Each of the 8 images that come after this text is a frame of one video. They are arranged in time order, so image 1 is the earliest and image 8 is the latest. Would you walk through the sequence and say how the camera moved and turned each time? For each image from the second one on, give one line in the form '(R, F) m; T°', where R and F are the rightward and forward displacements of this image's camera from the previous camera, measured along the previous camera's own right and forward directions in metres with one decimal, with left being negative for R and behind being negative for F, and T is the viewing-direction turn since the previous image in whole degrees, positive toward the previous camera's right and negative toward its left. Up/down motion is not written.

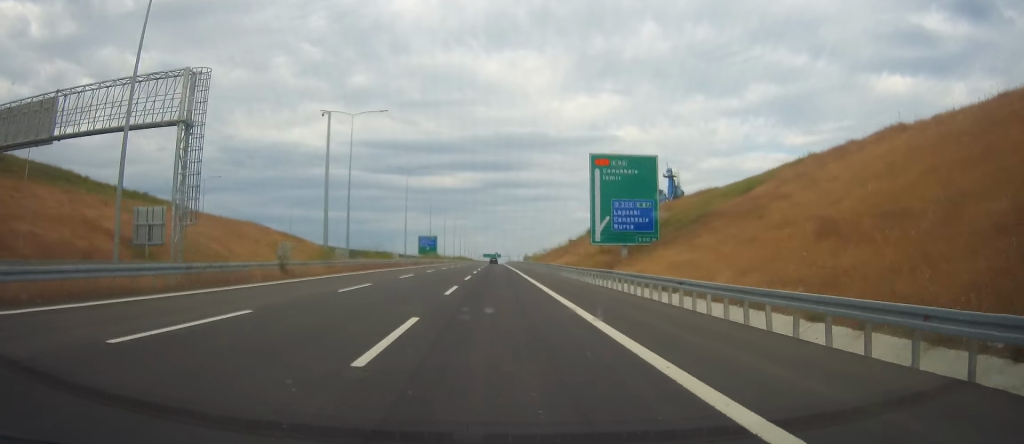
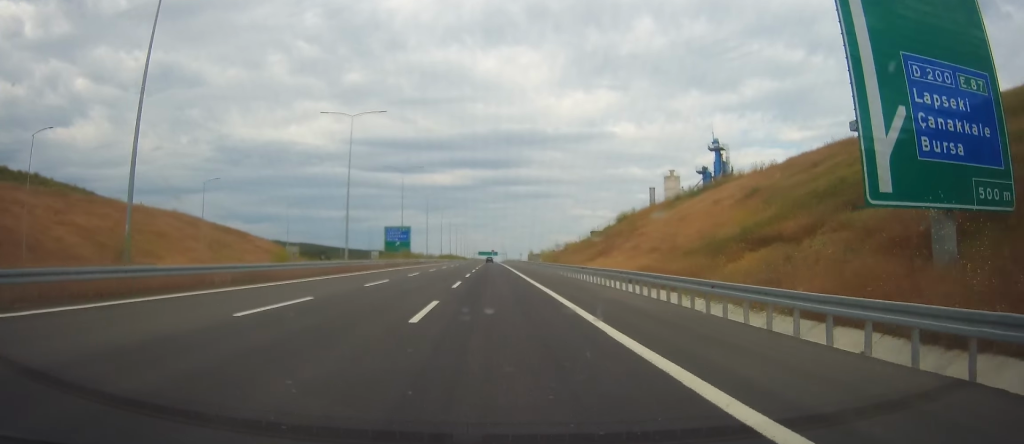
(0.0, +40.2) m; 0°
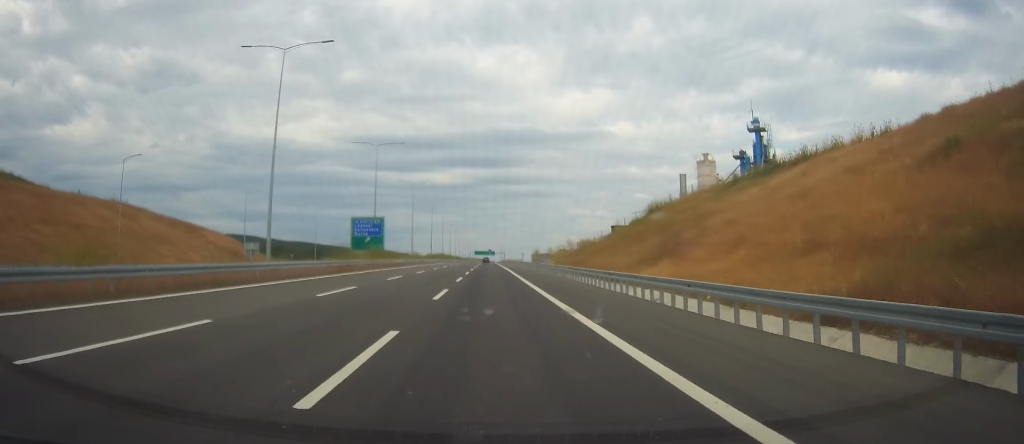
(0.0, +22.2) m; +1°
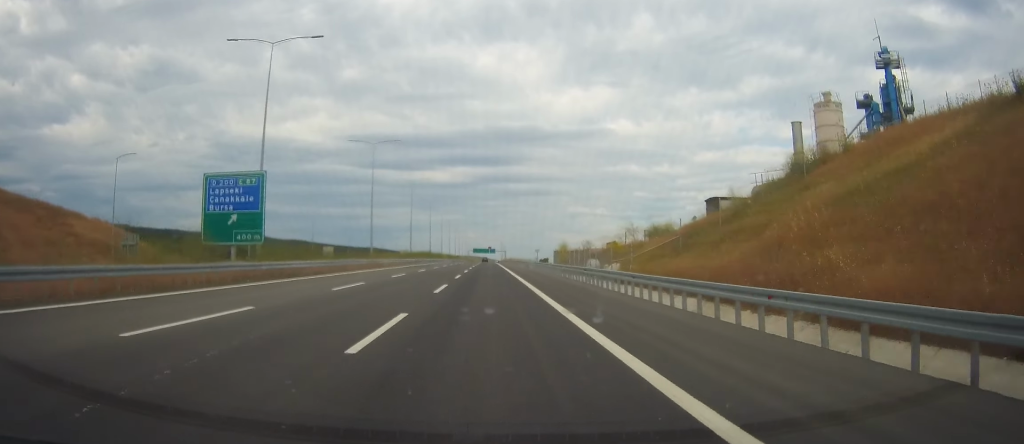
(+0.1, +42.4) m; -1°
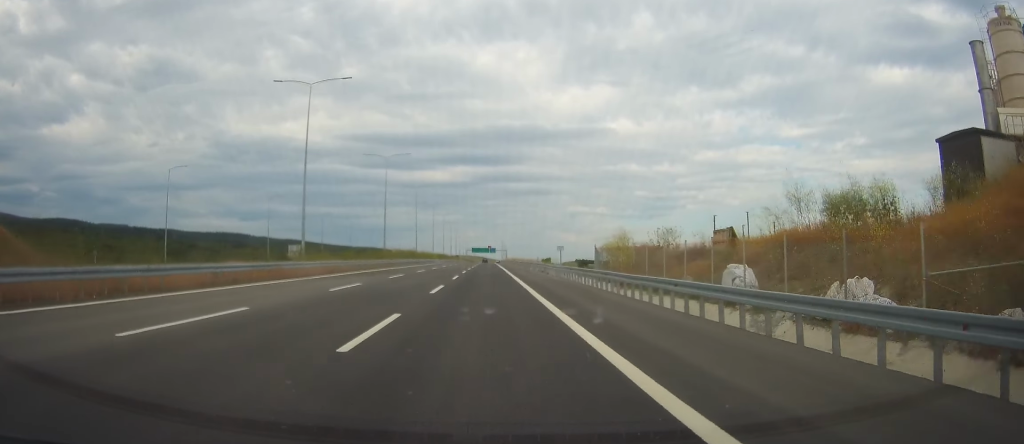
(-0.1, +30.2) m; +1°
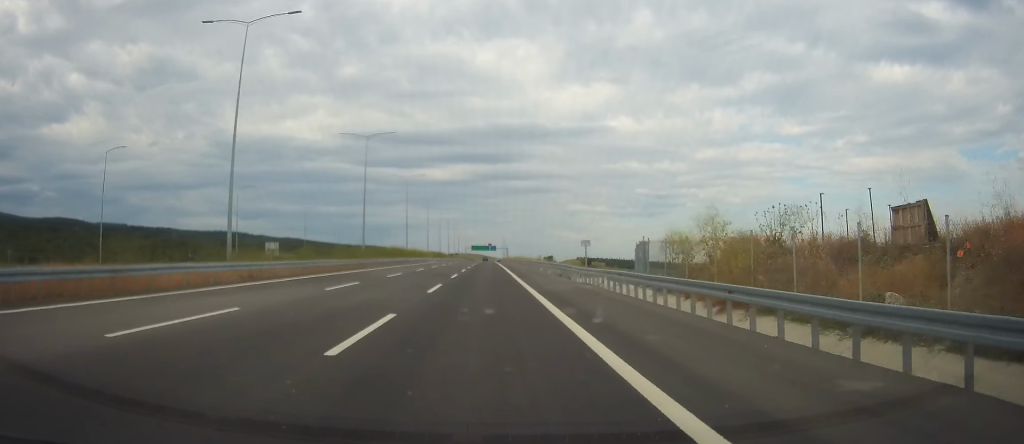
(+0.2, +15.5) m; -1°
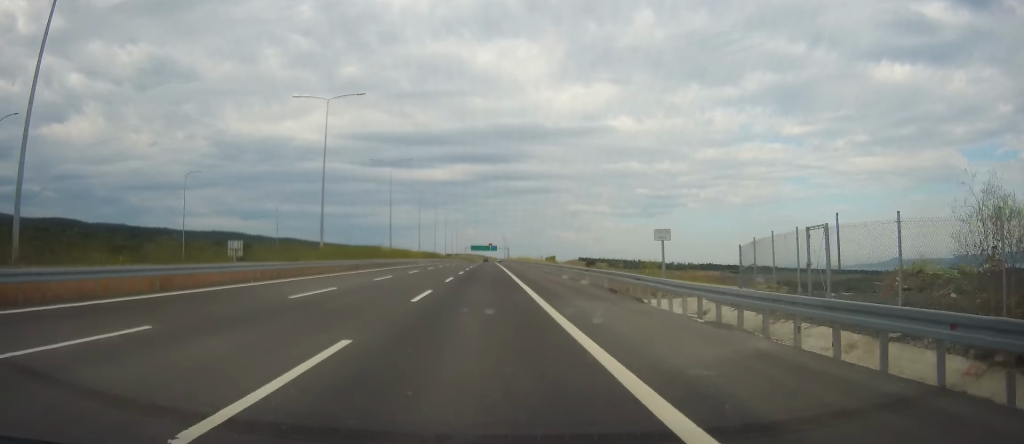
(-0.2, +19.6) m; 0°
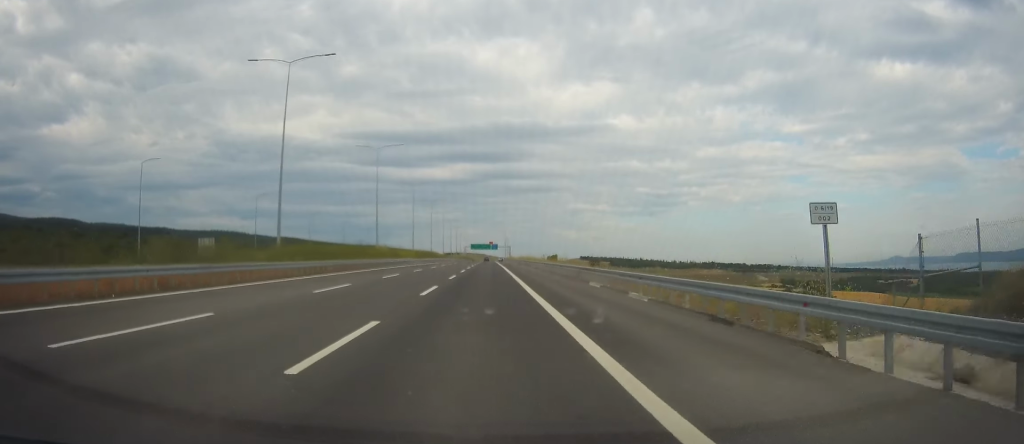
(-0.3, +11.8) m; 0°
